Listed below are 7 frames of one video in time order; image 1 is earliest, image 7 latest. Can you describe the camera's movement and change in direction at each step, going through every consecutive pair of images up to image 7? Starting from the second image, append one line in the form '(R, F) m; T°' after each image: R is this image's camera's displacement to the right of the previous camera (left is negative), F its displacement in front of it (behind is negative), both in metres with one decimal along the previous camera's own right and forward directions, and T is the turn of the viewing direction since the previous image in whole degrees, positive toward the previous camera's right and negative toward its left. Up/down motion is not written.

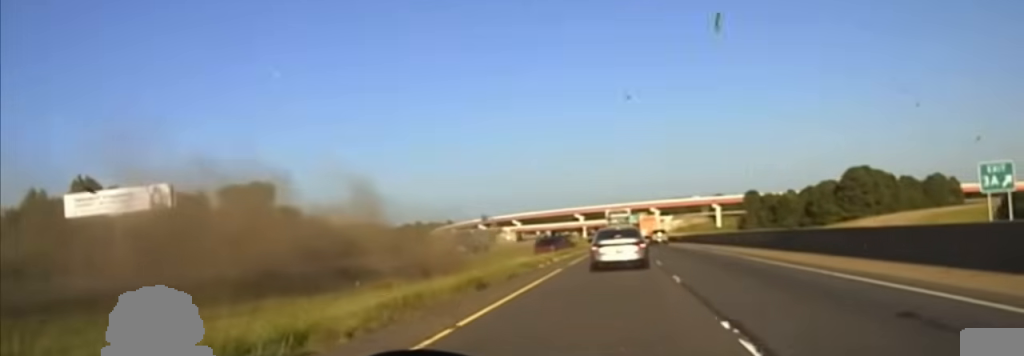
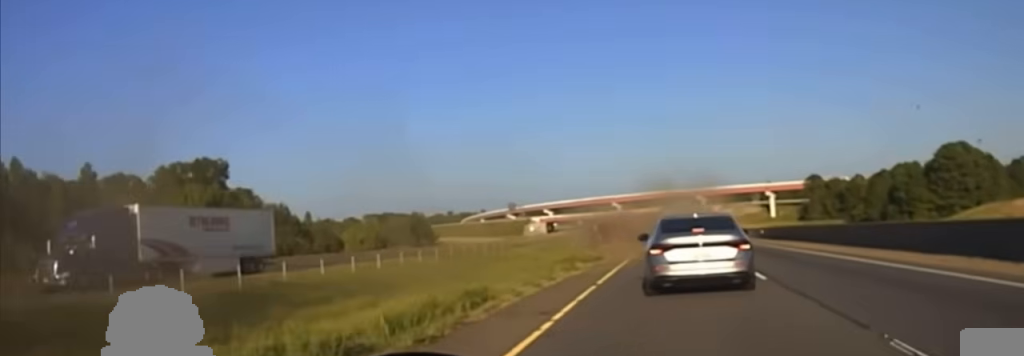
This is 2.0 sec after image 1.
(-1.2, +53.1) m; -2°
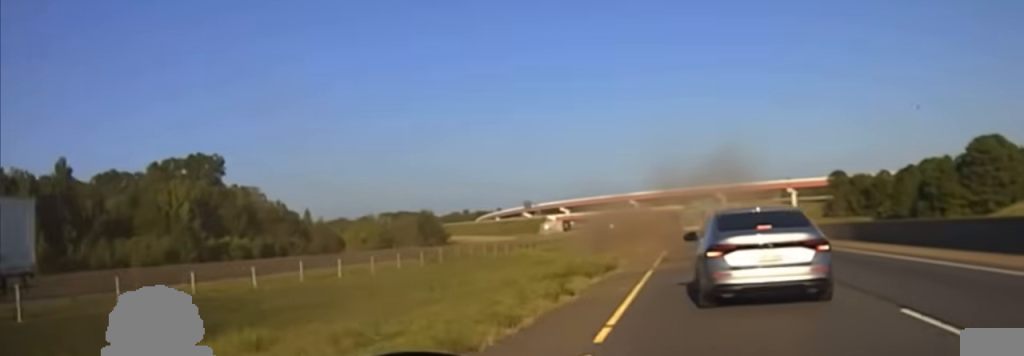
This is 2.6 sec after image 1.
(+0.1, +12.1) m; -1°
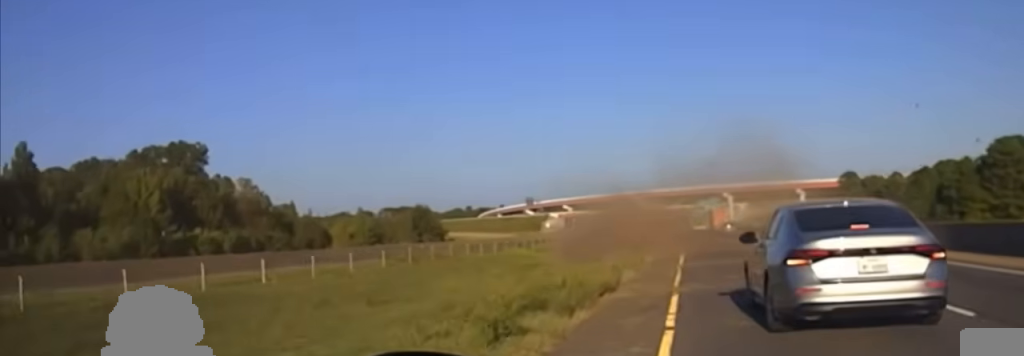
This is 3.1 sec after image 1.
(+0.3, +11.2) m; -1°
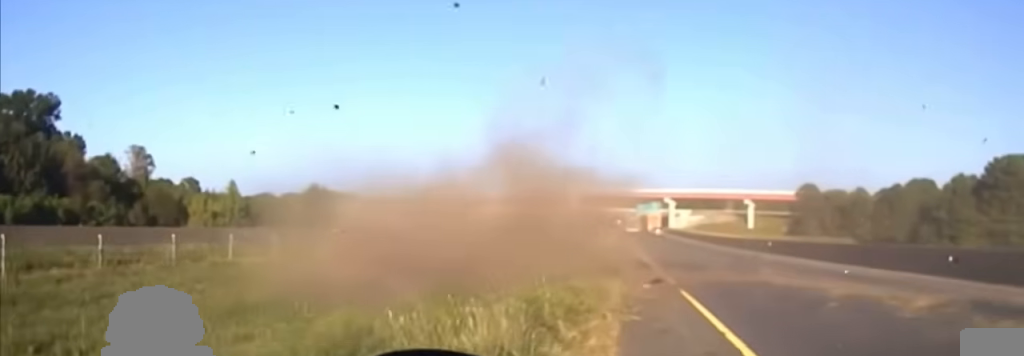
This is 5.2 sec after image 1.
(-1.3, +33.5) m; +2°
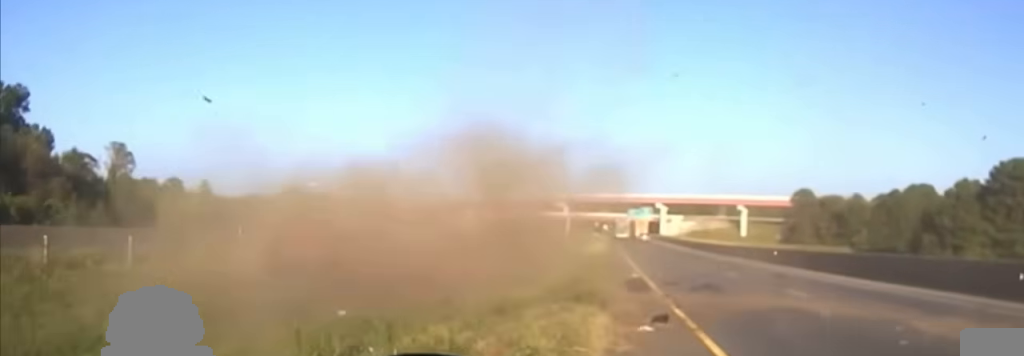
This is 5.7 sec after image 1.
(+0.4, +6.7) m; +2°
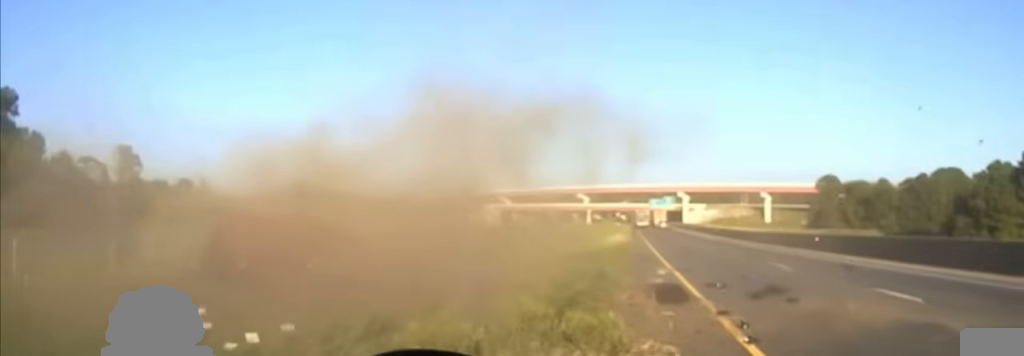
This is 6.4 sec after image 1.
(+0.1, +7.4) m; -1°
